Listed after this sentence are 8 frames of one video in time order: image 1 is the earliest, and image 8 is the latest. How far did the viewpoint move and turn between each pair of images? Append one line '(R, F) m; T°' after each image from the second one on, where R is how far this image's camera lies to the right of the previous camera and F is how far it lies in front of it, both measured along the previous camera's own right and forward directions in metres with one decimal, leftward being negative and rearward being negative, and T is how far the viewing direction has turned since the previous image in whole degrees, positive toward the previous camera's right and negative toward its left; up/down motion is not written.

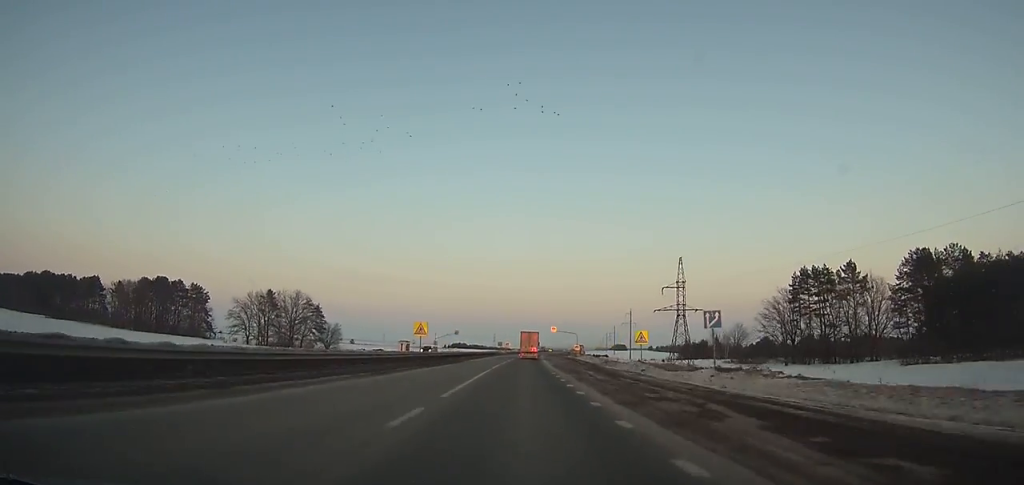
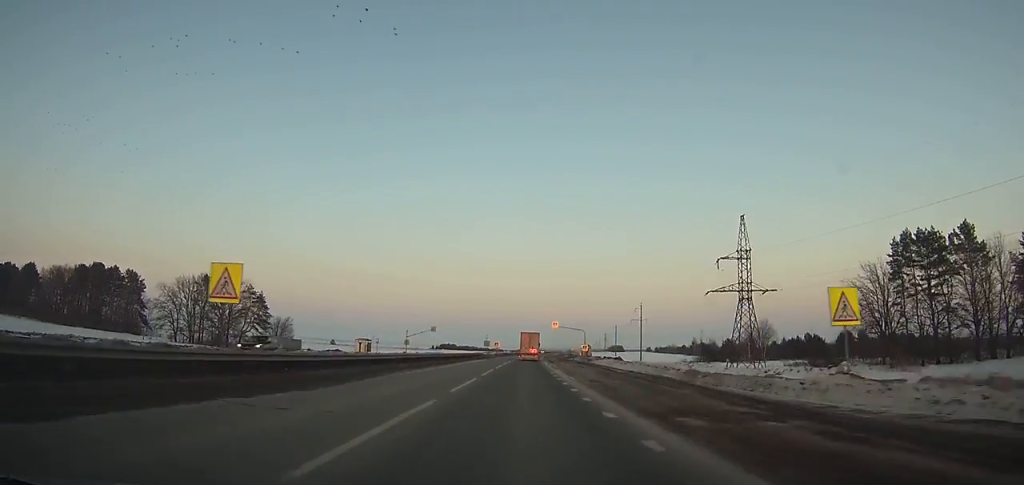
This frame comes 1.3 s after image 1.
(+0.2, +34.0) m; +1°
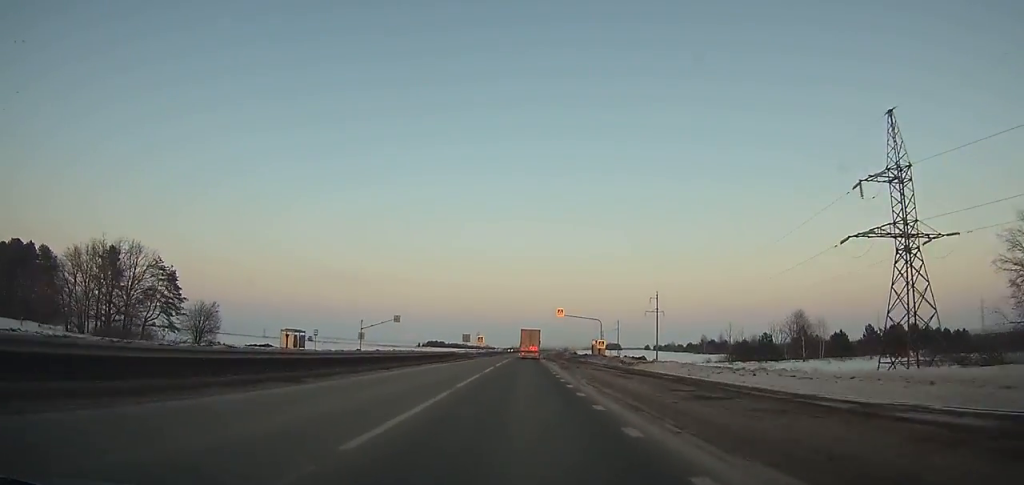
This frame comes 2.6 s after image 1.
(0.0, +33.8) m; +1°
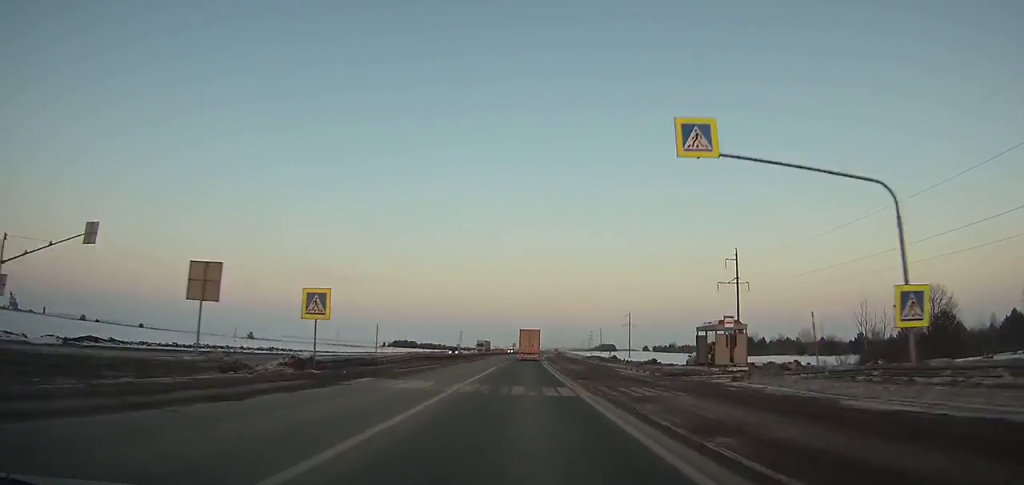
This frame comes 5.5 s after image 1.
(+0.9, +72.3) m; +1°
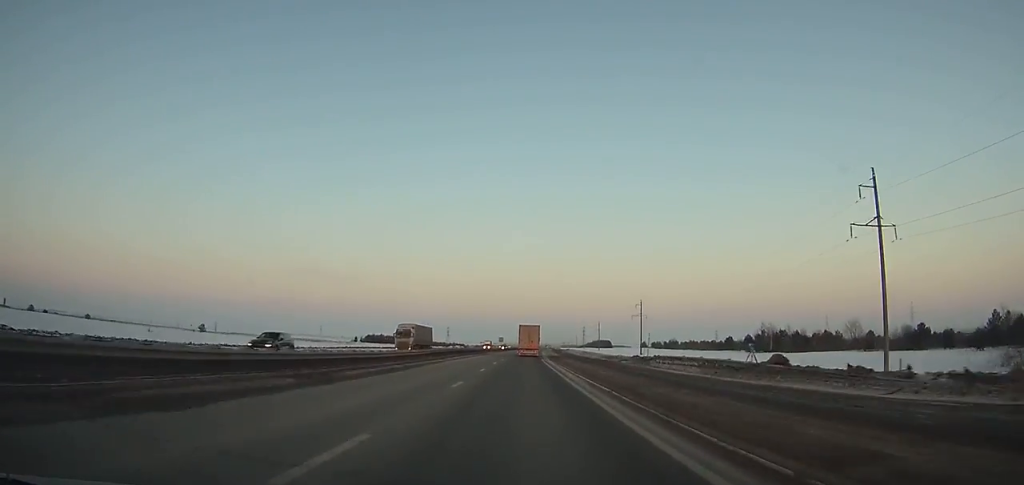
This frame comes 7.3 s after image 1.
(+0.5, +42.7) m; +1°
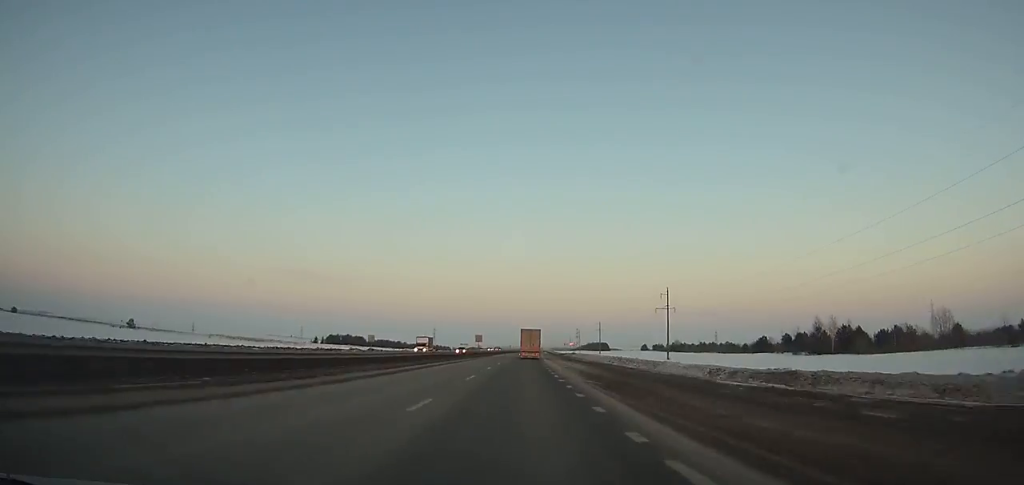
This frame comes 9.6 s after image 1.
(+0.4, +53.6) m; +1°
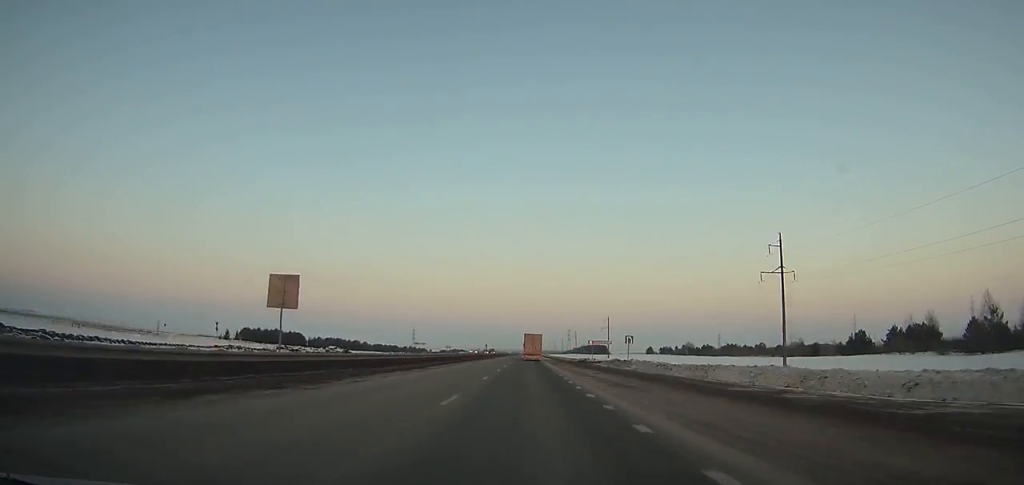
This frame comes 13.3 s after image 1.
(+0.9, +84.4) m; +1°
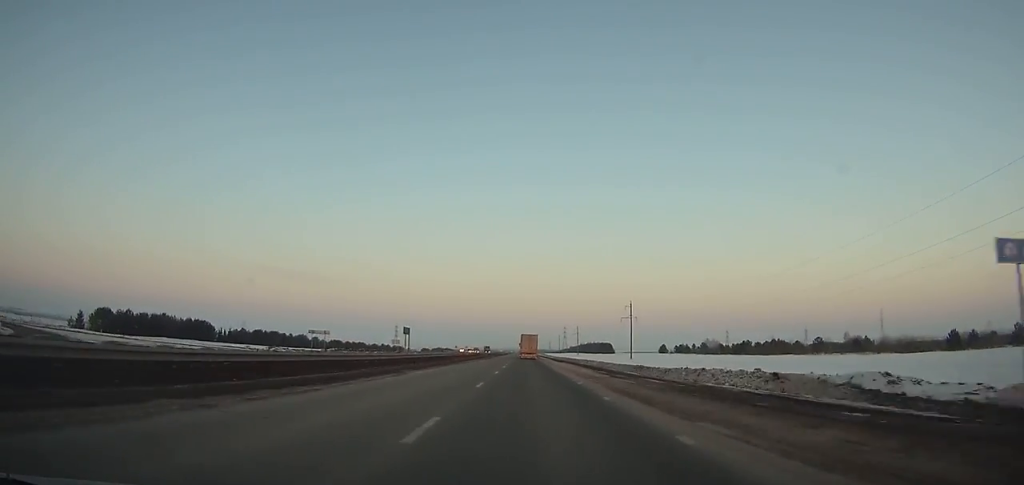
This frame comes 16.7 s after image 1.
(+0.5, +78.1) m; +1°
